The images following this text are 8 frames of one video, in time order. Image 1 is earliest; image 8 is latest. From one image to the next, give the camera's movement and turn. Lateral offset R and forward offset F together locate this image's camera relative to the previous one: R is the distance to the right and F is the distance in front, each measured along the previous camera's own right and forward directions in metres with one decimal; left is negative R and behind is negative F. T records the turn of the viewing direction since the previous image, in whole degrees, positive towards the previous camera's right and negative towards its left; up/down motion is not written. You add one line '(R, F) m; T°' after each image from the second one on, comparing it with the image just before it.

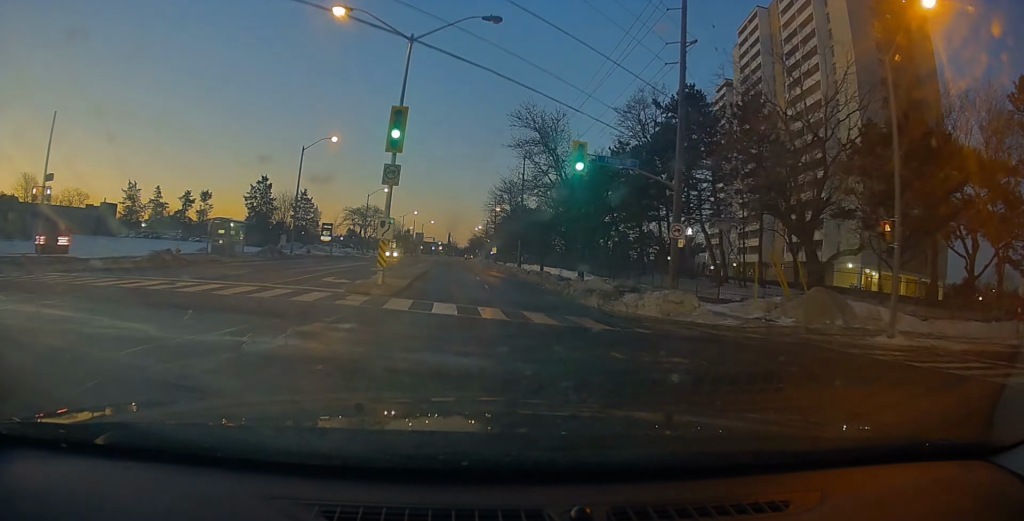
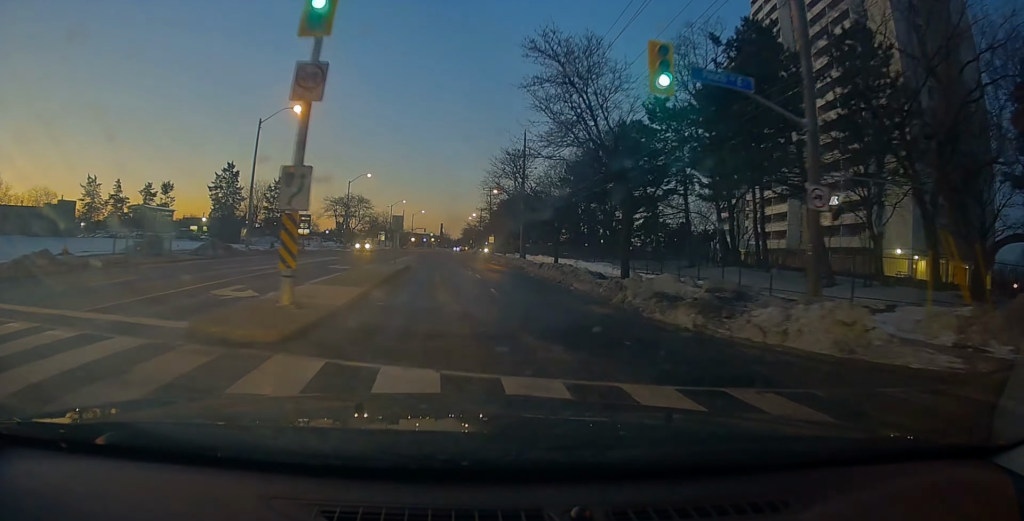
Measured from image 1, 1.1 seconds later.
(-0.6, +9.7) m; +1°
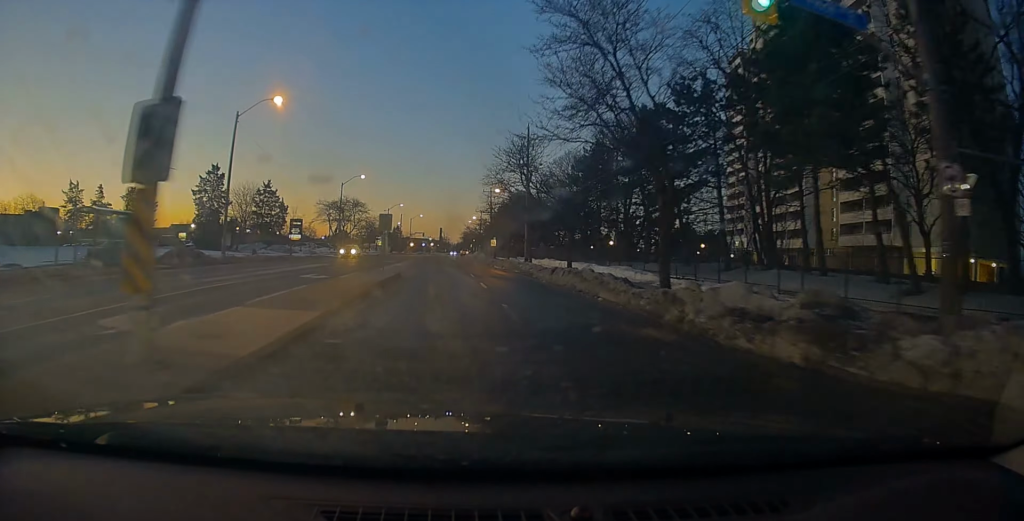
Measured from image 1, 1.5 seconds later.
(+0.4, +4.6) m; 0°
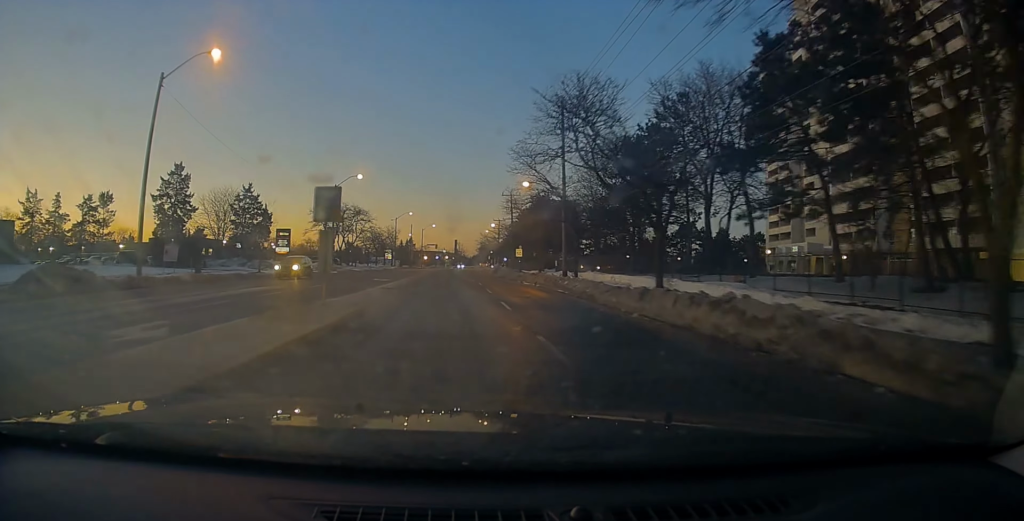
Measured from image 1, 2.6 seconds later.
(0.0, +12.7) m; -1°
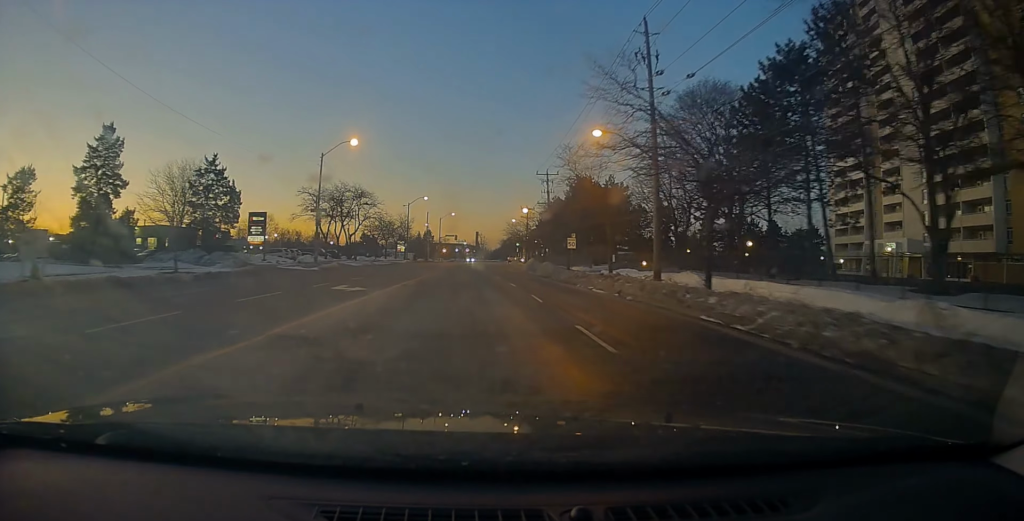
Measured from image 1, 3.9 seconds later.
(-0.1, +16.3) m; -2°
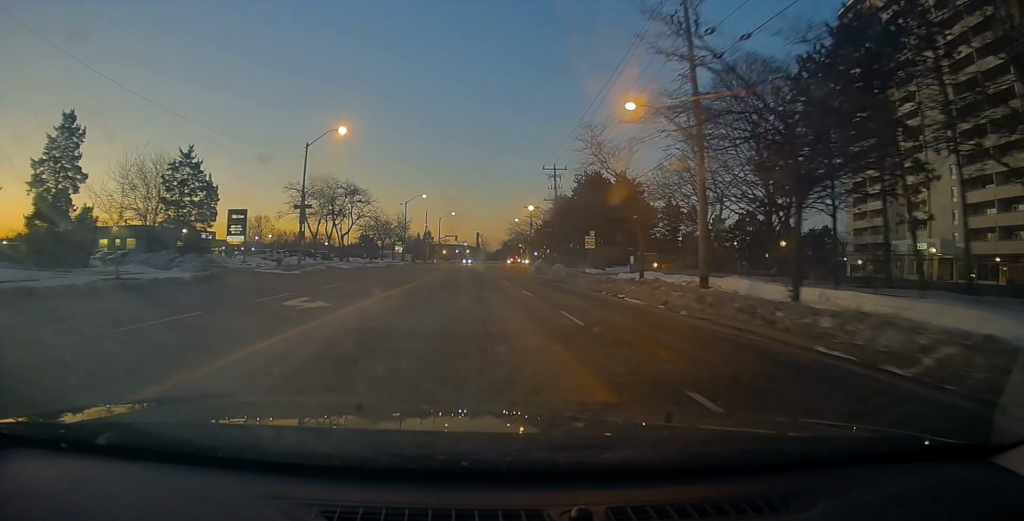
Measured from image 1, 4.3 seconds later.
(-0.1, +5.5) m; 0°
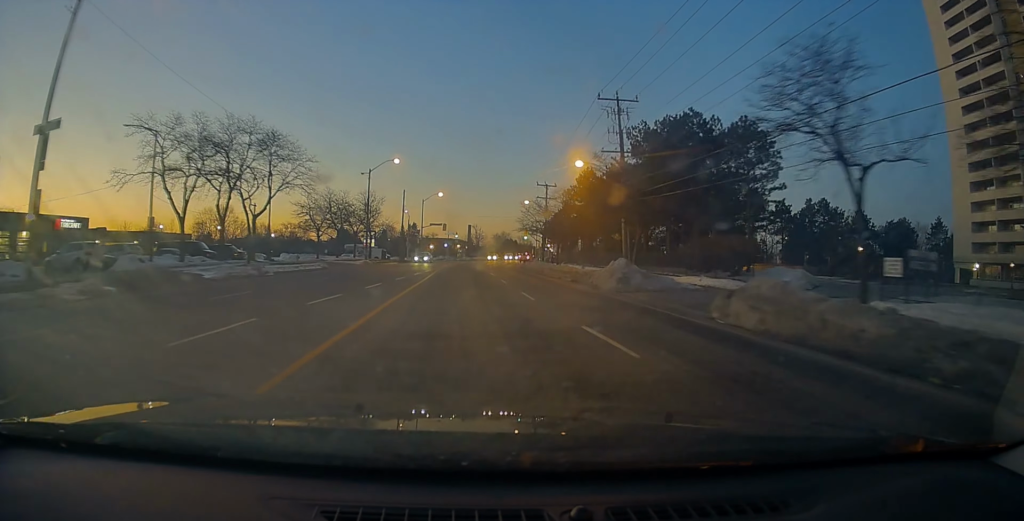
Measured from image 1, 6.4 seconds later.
(+0.4, +30.6) m; +1°
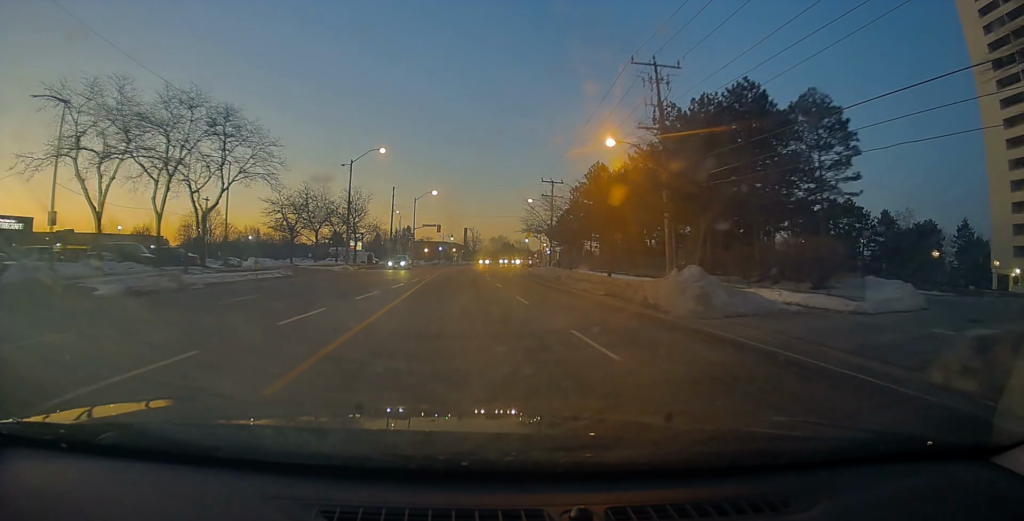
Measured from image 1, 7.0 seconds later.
(-0.2, +8.7) m; 0°
